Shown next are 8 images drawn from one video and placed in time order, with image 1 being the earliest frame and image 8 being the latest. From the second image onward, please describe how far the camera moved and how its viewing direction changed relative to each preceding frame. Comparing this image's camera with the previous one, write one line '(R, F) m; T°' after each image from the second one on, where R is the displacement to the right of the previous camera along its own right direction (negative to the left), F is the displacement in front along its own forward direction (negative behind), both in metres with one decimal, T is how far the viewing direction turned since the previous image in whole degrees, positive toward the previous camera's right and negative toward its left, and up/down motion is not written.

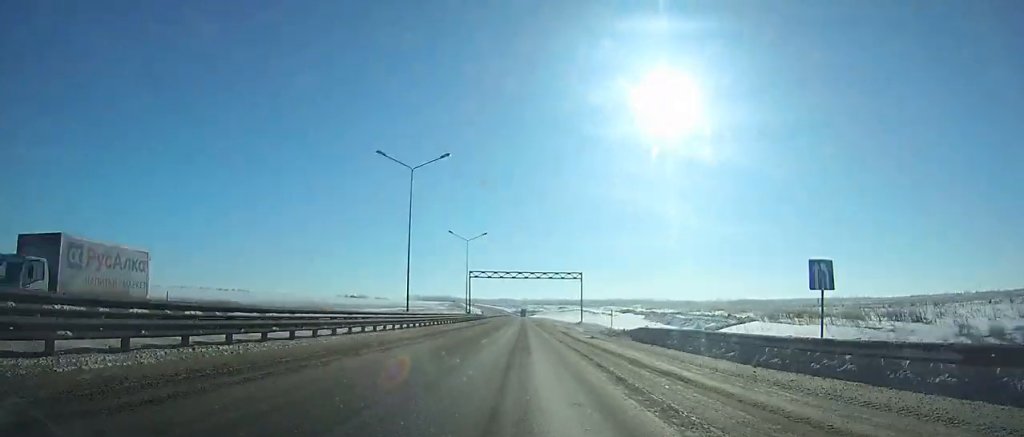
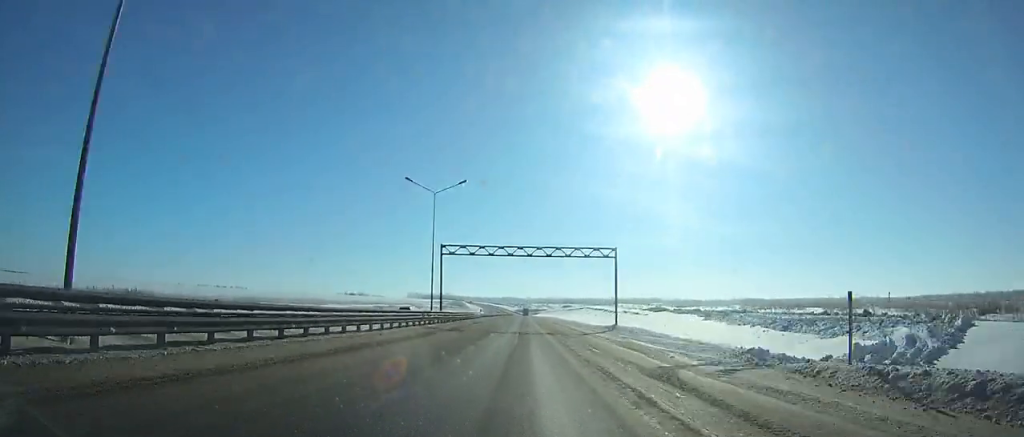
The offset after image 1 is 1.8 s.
(-0.2, +30.7) m; 0°
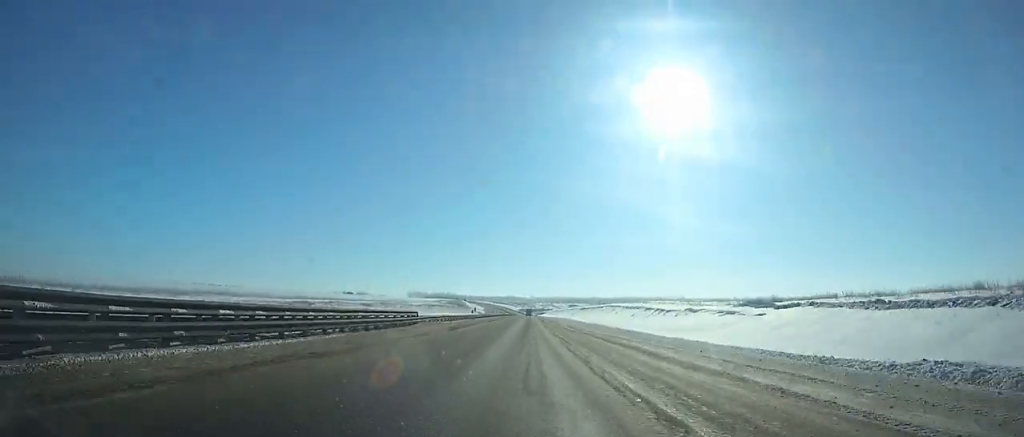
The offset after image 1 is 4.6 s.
(-0.3, +50.2) m; 0°
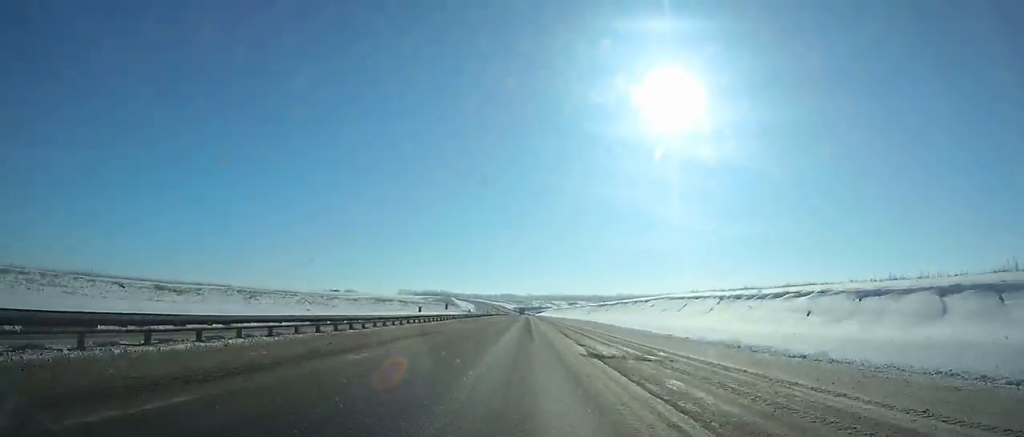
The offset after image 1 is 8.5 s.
(0.0, +74.4) m; 0°
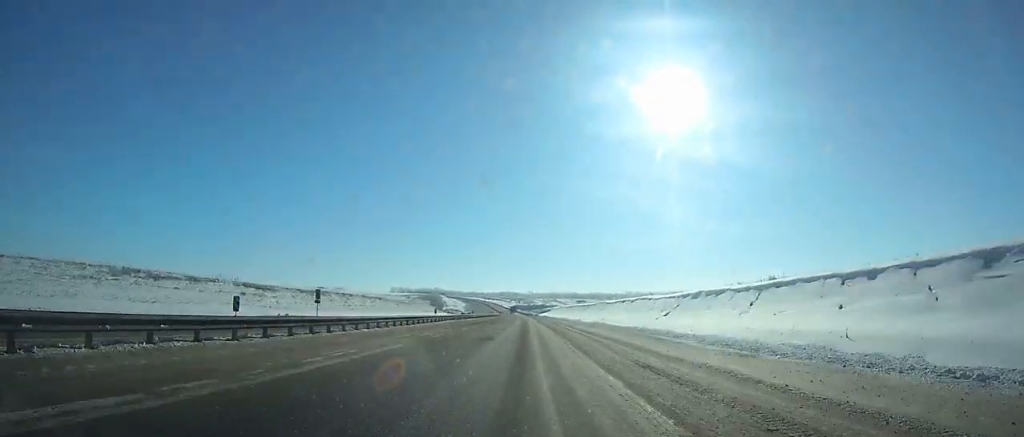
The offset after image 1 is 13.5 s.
(-0.2, +102.1) m; 0°
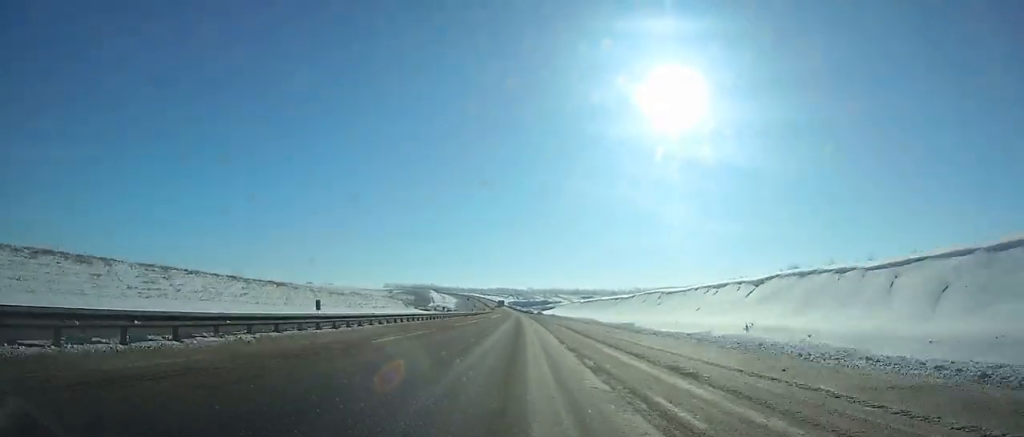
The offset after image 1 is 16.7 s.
(-0.2, +65.0) m; 0°
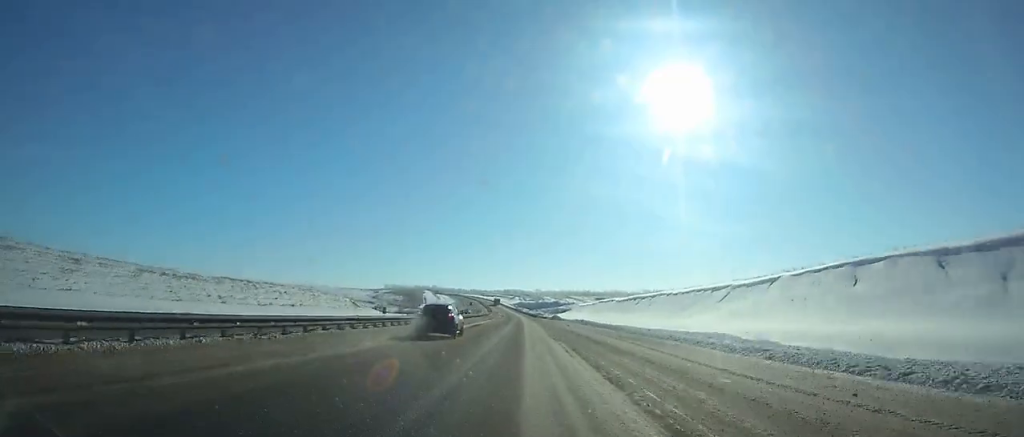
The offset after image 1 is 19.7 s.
(-0.1, +62.1) m; -1°
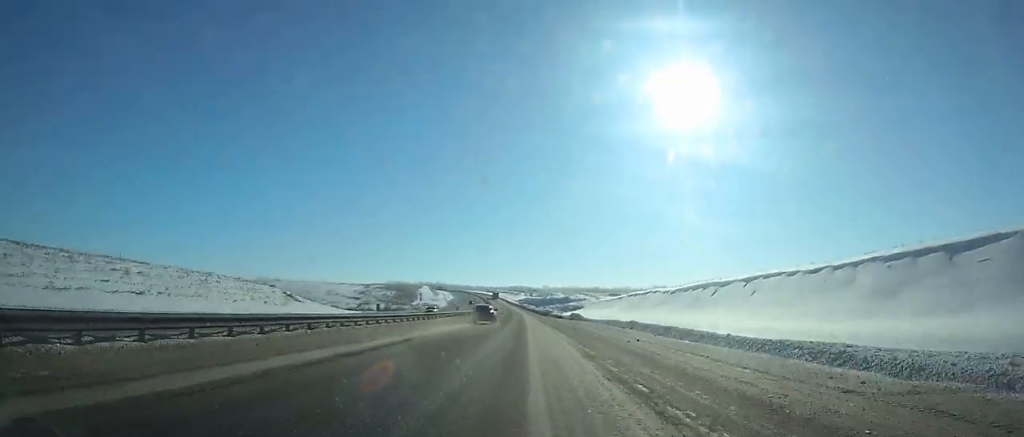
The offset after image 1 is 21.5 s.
(-0.2, +38.8) m; -1°
